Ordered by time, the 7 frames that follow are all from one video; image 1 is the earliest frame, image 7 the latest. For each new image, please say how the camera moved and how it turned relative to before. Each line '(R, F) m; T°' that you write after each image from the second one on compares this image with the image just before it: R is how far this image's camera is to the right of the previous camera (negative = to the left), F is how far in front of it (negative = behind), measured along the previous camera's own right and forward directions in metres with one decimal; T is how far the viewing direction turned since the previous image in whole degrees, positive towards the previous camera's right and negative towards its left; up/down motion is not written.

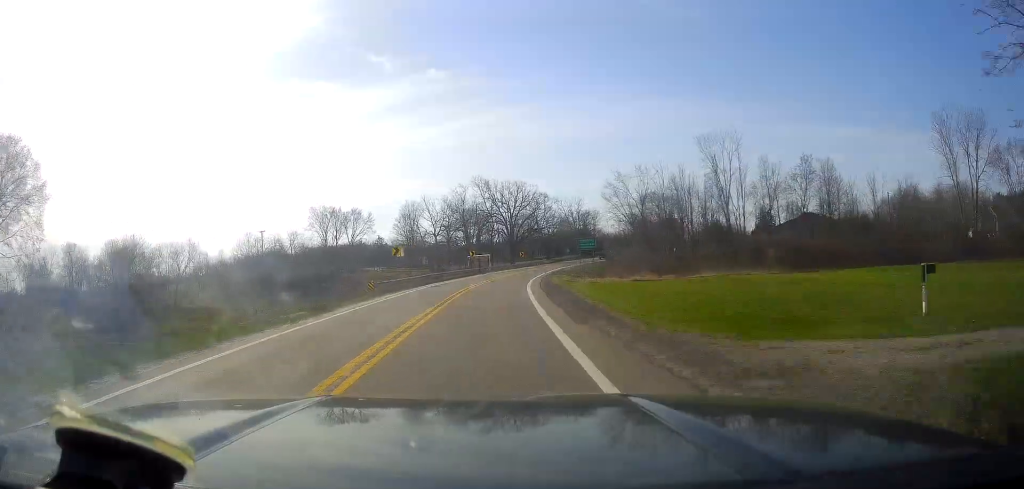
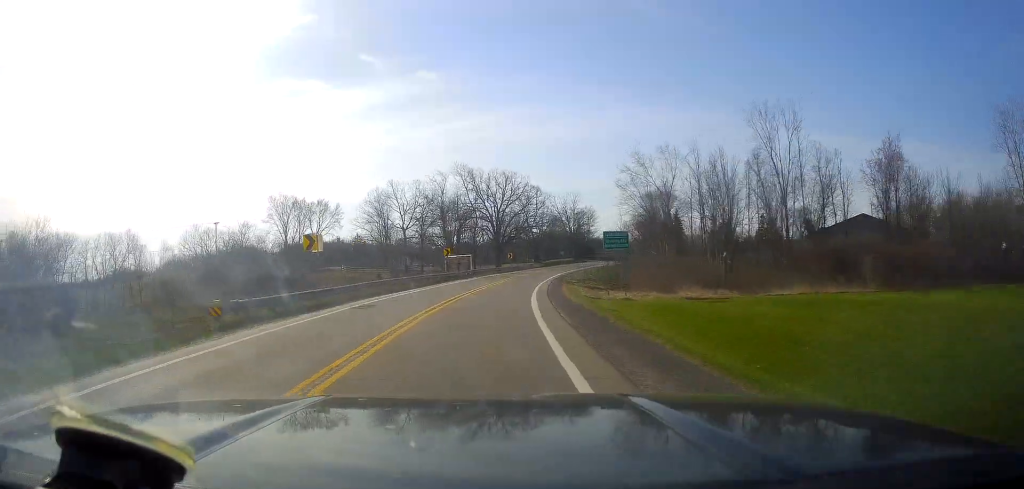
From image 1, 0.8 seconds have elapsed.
(-0.3, +18.4) m; +1°
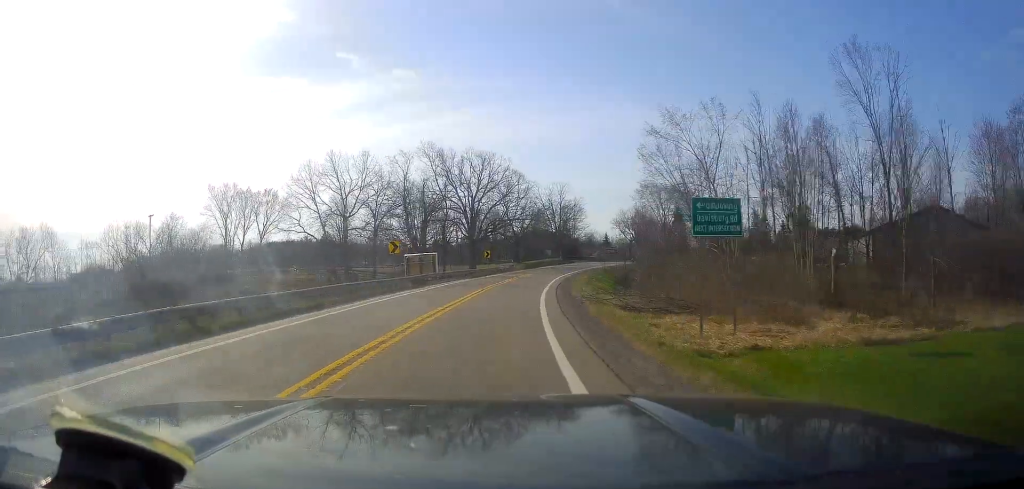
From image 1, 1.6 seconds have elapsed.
(+0.4, +19.2) m; +3°
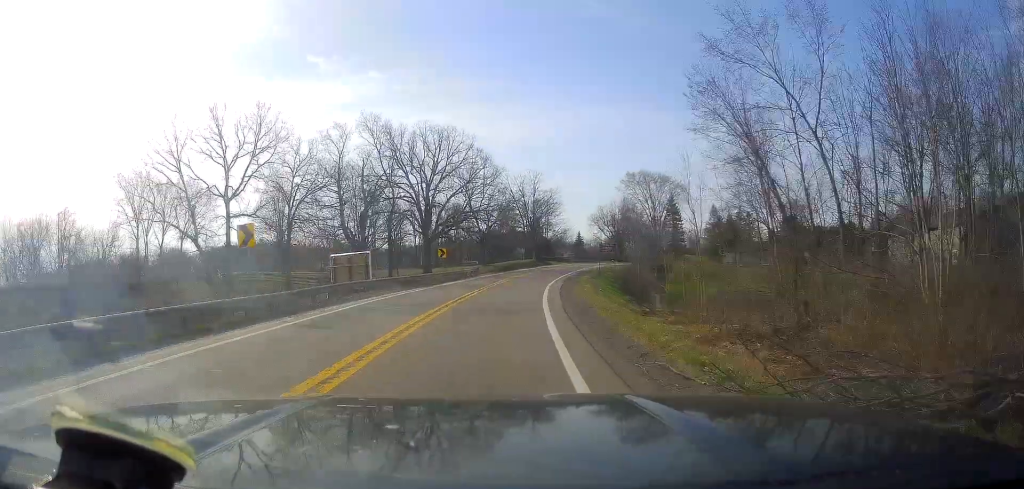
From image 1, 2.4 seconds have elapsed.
(+0.7, +19.1) m; +4°
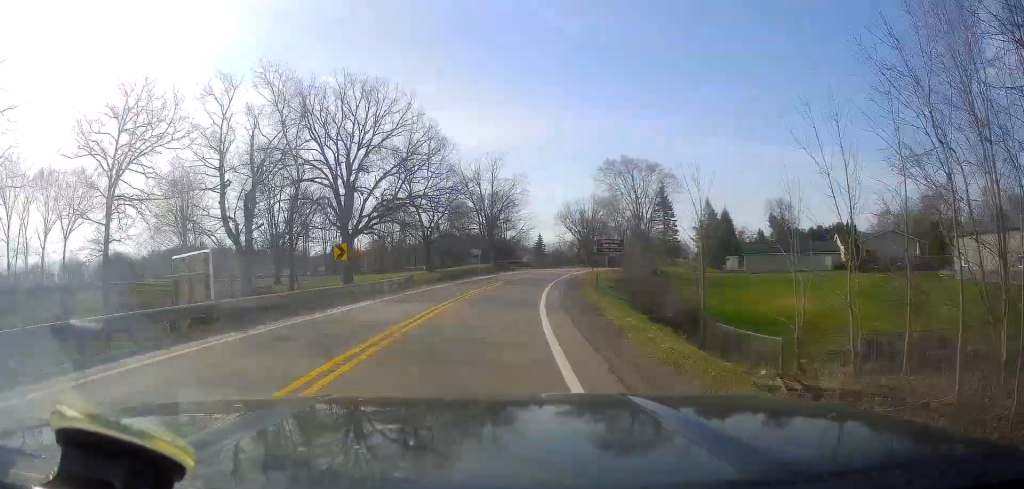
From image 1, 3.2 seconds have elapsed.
(+0.8, +20.7) m; +4°
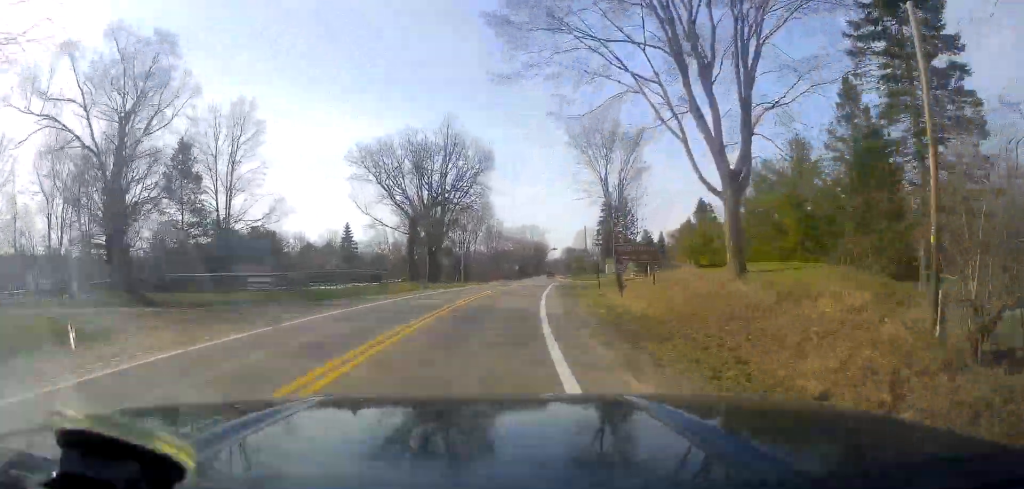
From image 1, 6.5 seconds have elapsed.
(+10.1, +75.7) m; +15°
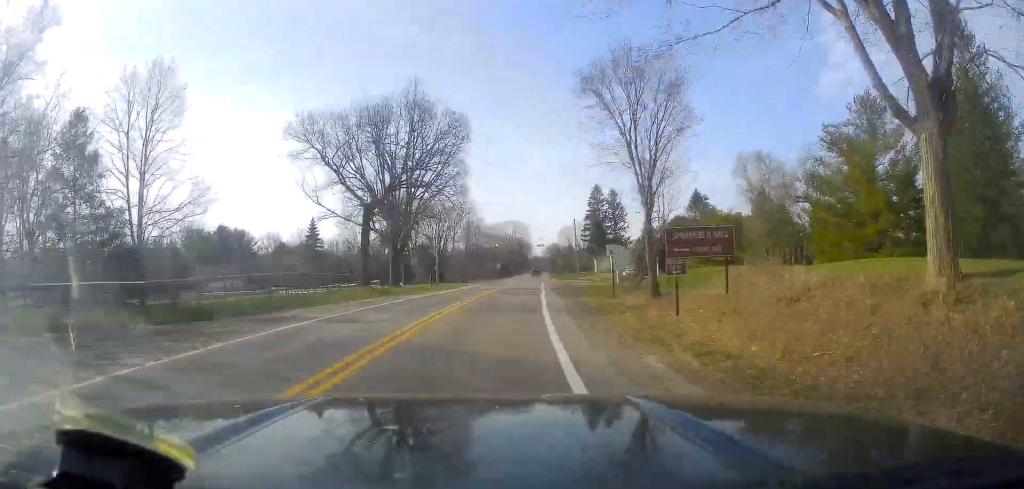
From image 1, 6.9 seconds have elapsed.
(-0.1, +10.8) m; +1°
